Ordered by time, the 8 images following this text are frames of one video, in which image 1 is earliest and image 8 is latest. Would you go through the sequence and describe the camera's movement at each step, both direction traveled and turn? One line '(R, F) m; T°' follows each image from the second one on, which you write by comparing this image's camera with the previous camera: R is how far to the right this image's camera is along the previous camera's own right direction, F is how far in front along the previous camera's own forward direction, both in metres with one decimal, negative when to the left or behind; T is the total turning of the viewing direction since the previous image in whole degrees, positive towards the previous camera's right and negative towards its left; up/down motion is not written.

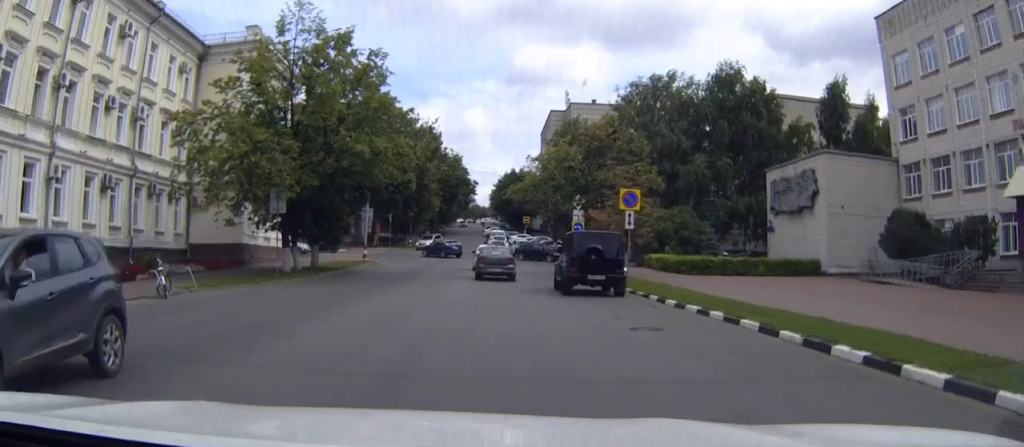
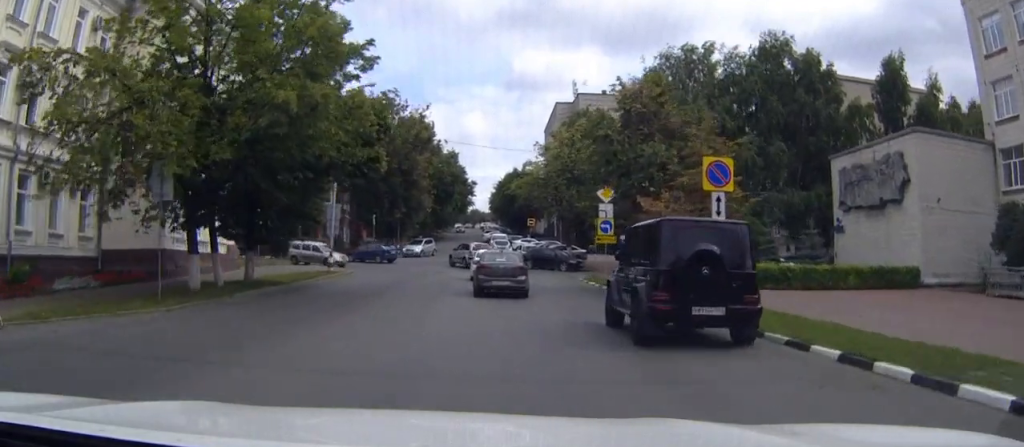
(-0.1, +11.1) m; -1°
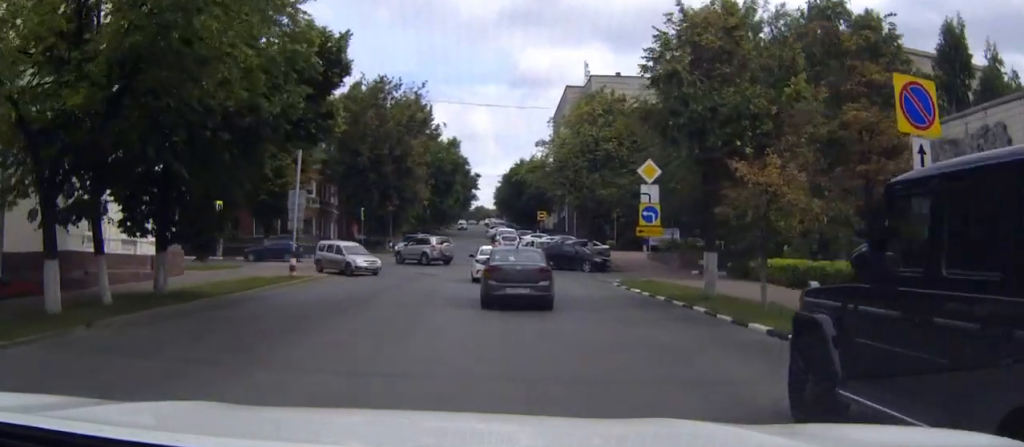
(-0.1, +8.8) m; -1°
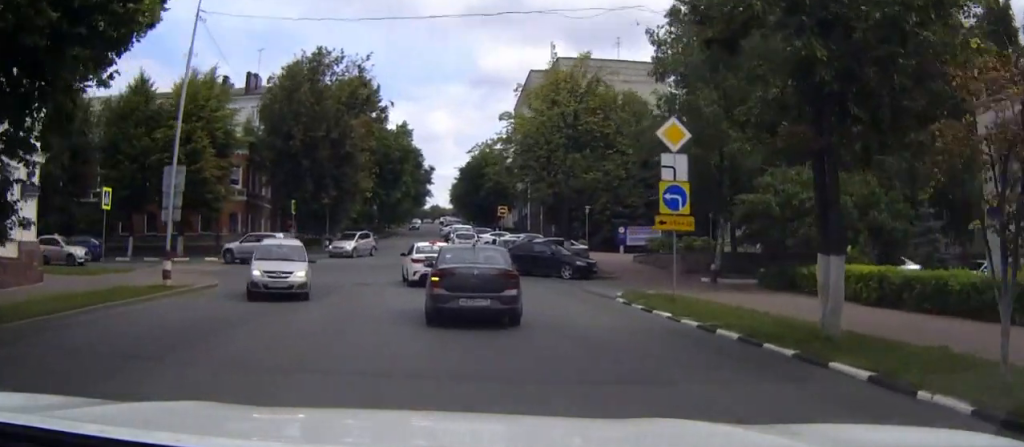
(0.0, +9.5) m; +1°
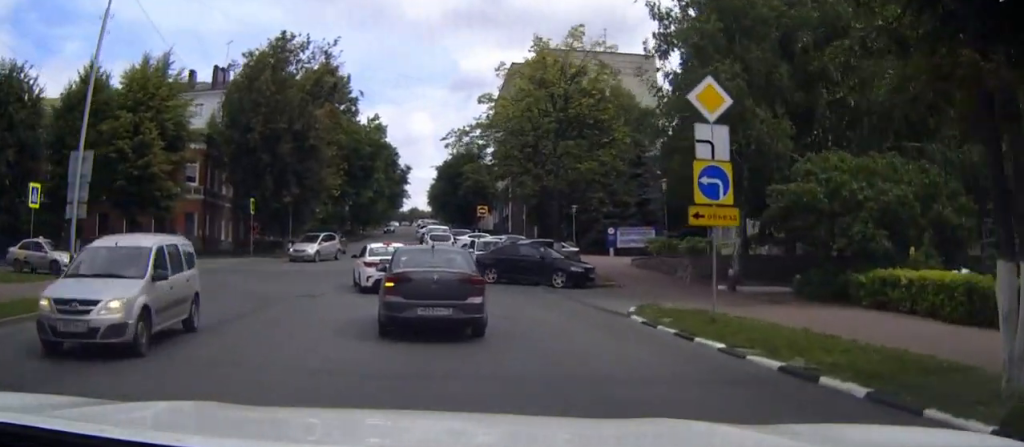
(+0.1, +5.1) m; +1°
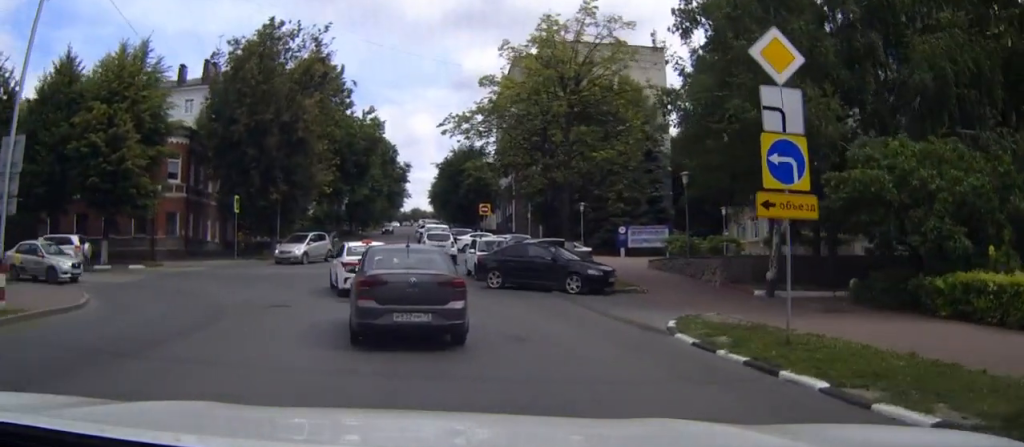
(0.0, +3.4) m; 0°
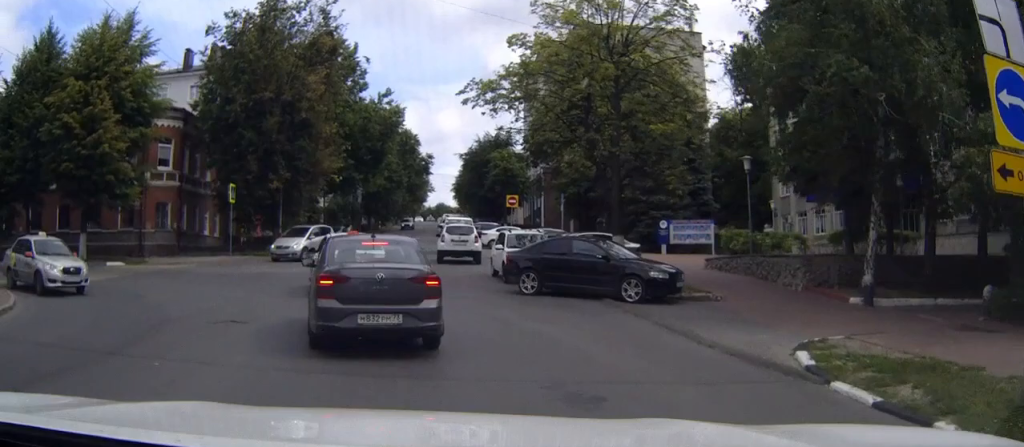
(0.0, +5.1) m; 0°
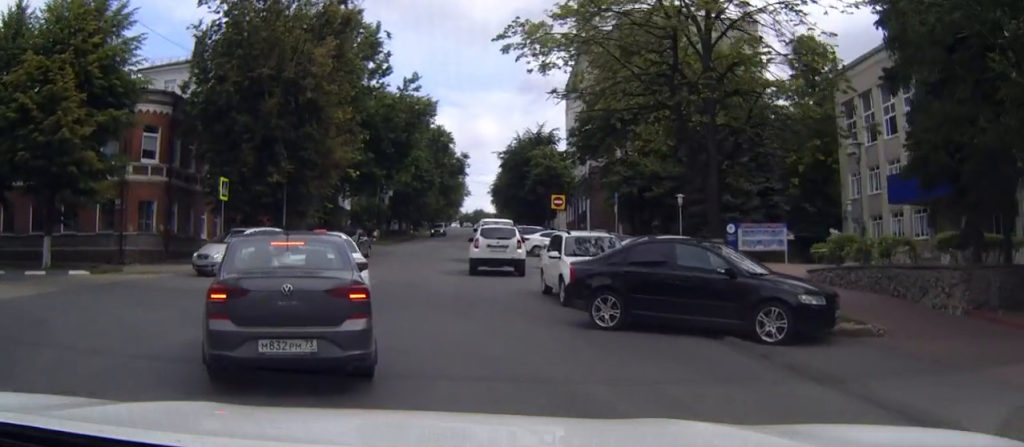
(0.0, +7.1) m; -3°
